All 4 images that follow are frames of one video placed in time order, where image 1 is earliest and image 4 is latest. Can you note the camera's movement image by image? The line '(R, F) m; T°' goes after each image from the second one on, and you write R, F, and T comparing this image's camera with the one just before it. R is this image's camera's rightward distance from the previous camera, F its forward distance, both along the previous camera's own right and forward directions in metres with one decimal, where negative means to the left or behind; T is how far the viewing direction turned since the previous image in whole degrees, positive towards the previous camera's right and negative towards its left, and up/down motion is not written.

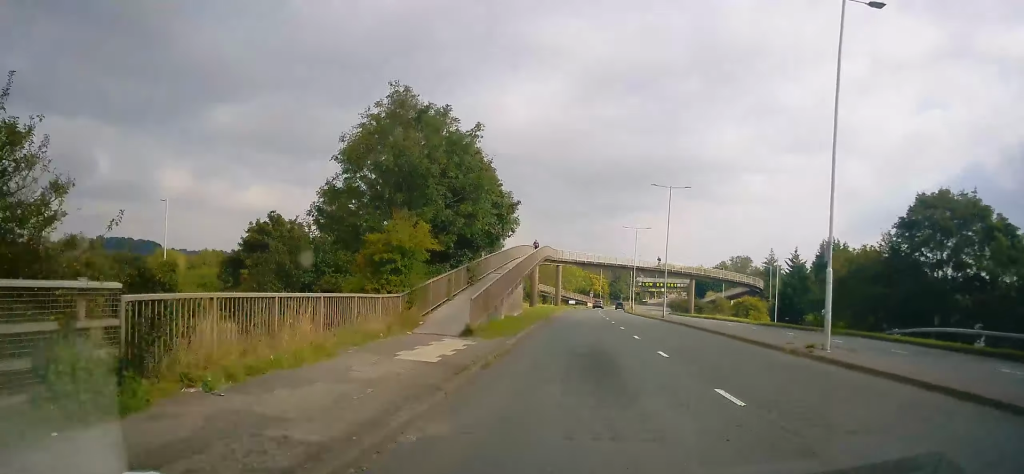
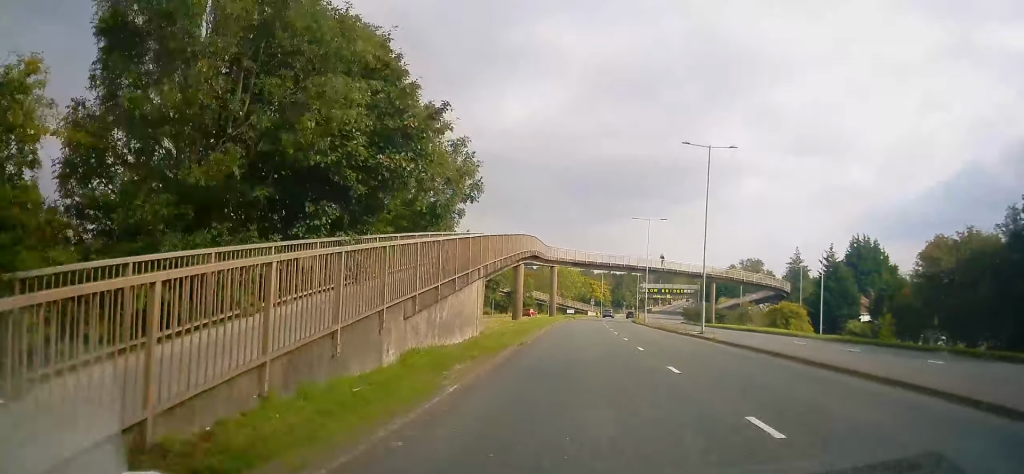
(+0.2, +14.0) m; +1°
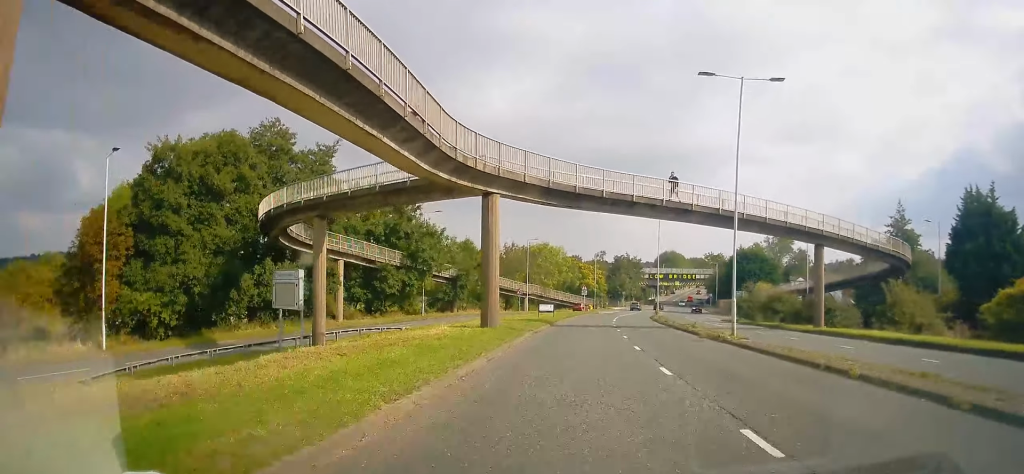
(+0.1, +36.9) m; -1°
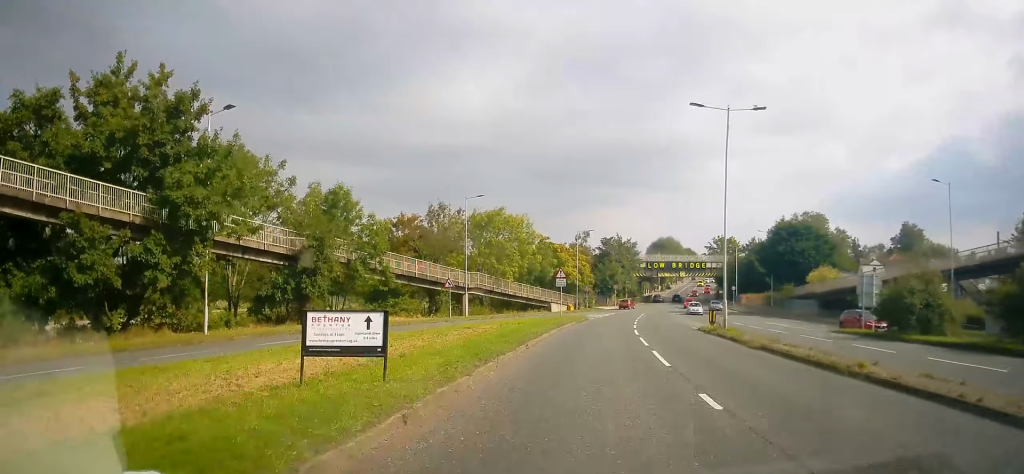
(+0.4, +33.6) m; +4°
